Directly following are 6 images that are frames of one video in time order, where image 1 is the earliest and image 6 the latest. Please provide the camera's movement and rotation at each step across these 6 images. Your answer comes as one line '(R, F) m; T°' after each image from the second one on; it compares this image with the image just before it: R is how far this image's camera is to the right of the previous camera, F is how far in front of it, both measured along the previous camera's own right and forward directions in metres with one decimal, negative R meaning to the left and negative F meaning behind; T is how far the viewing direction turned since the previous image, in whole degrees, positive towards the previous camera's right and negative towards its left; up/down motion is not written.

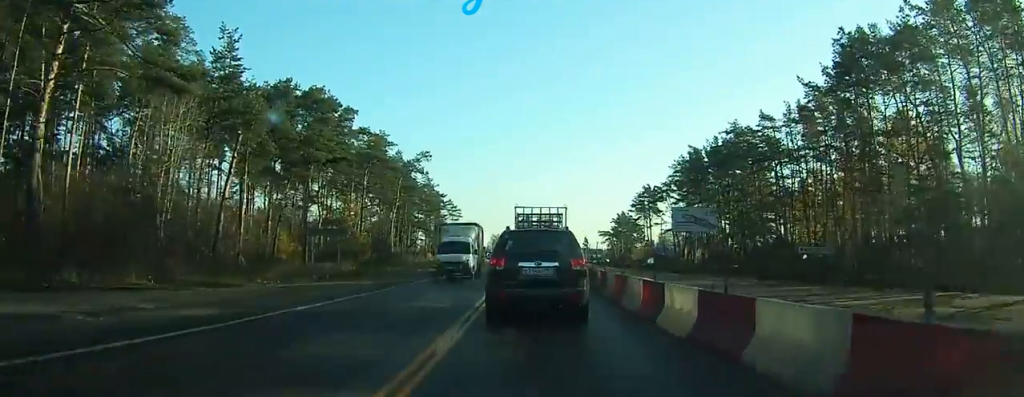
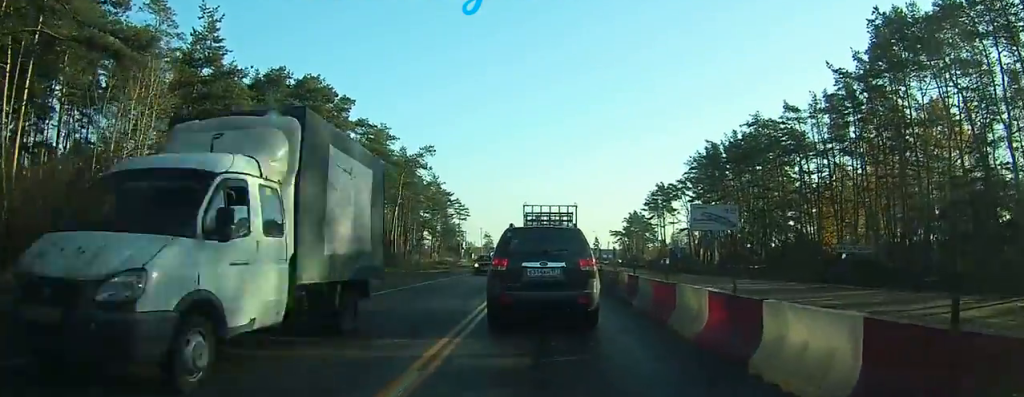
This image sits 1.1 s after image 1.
(-0.1, +3.3) m; -2°
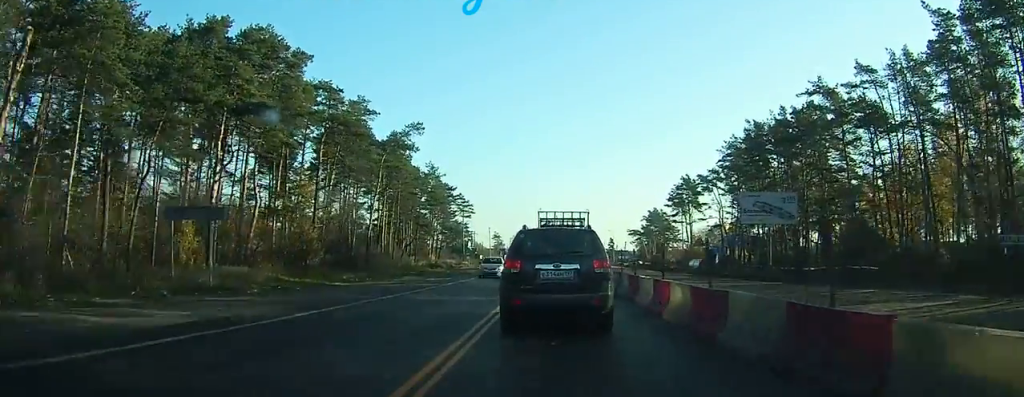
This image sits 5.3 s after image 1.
(-0.2, +14.4) m; -1°
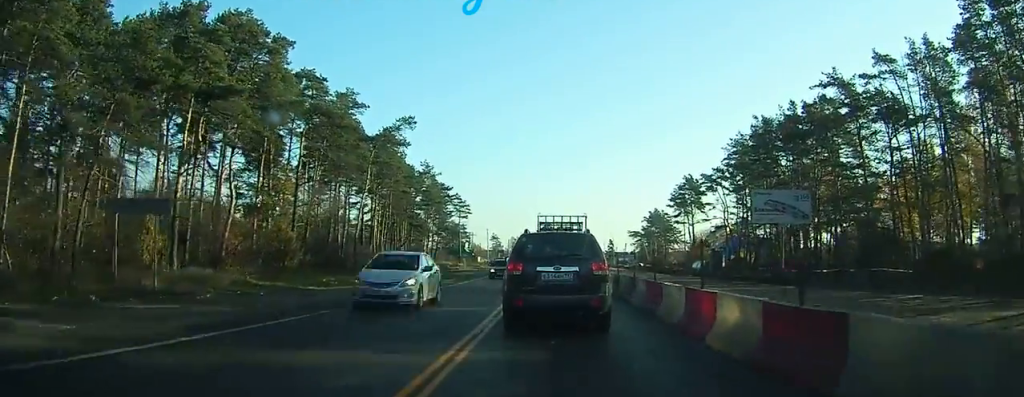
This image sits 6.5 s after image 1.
(0.0, +3.9) m; 0°
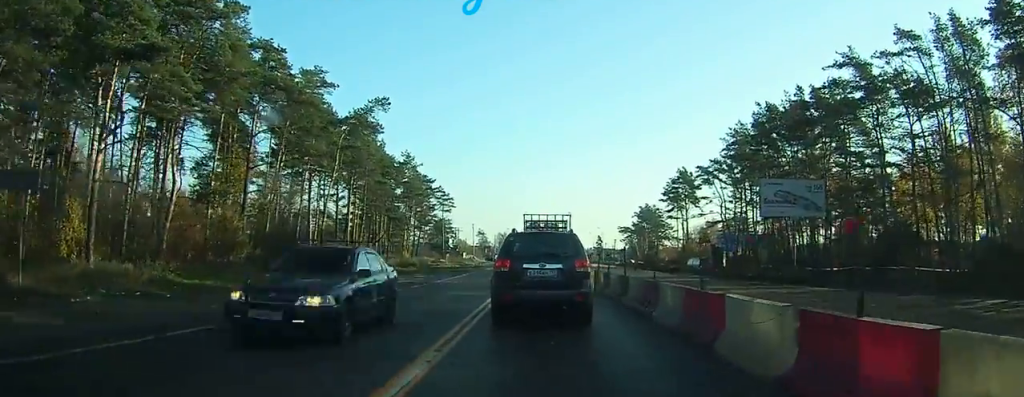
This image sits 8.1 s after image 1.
(-0.1, +5.6) m; -1°
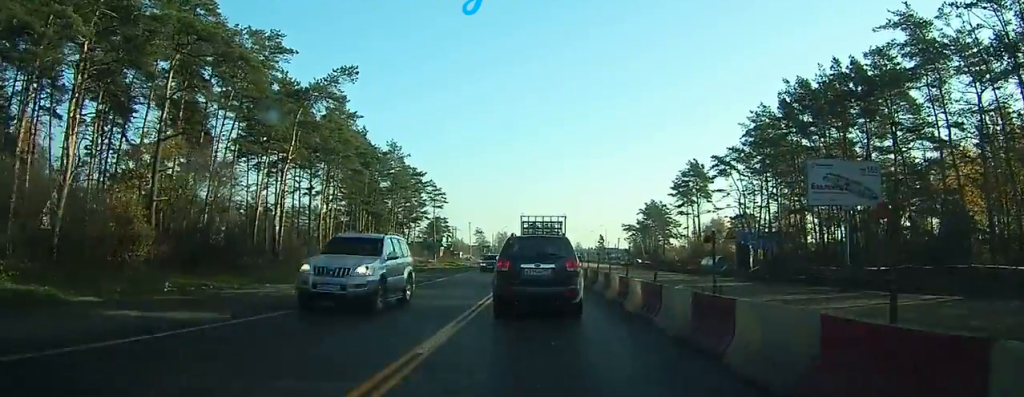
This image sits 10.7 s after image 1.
(0.0, +9.6) m; +1°
